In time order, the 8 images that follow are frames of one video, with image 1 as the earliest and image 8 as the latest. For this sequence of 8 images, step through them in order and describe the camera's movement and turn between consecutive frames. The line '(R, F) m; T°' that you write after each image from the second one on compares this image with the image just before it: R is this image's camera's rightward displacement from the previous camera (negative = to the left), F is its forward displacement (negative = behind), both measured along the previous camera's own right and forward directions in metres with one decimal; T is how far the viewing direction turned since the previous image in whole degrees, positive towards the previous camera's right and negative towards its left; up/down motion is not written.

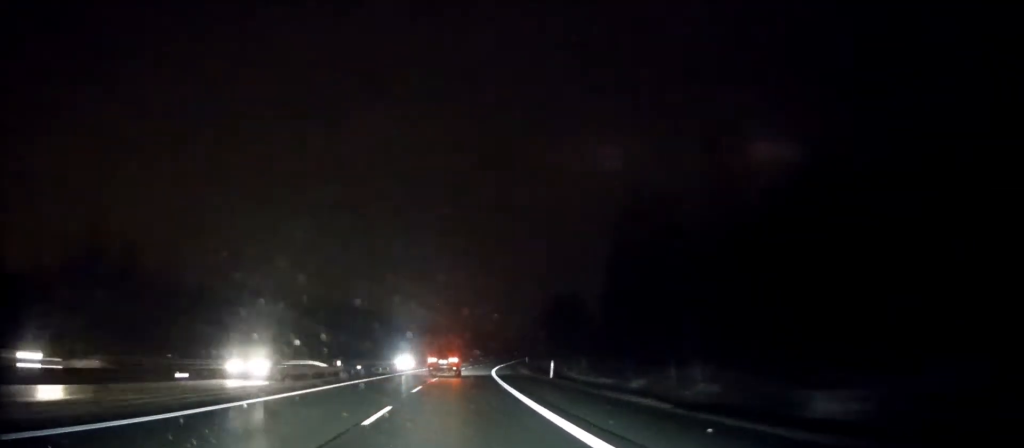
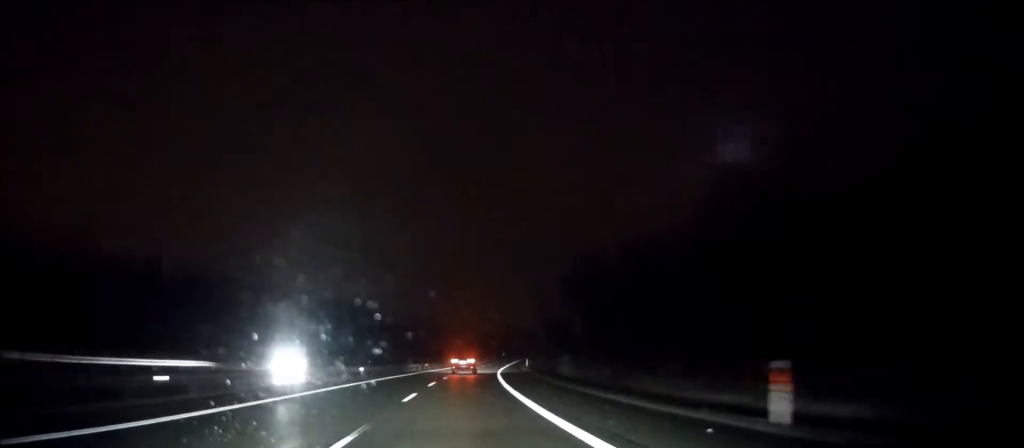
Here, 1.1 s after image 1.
(+0.6, +30.3) m; +2°
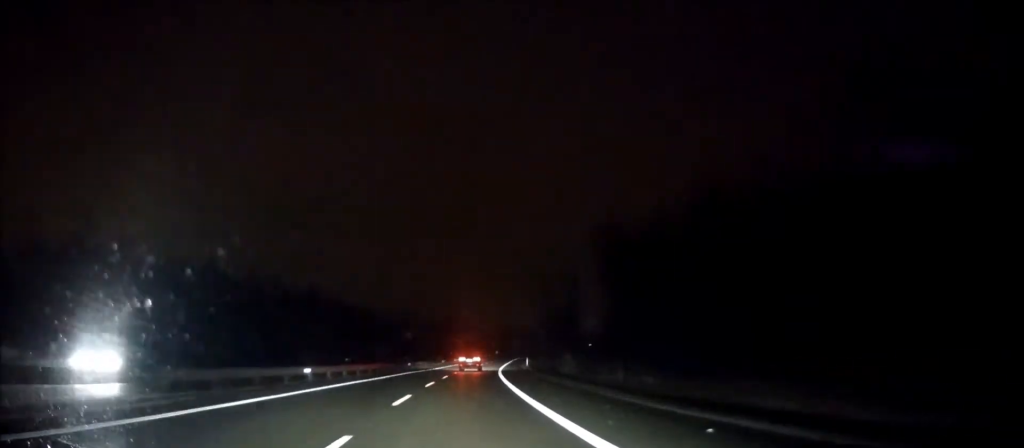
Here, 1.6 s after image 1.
(+0.1, +14.2) m; +1°
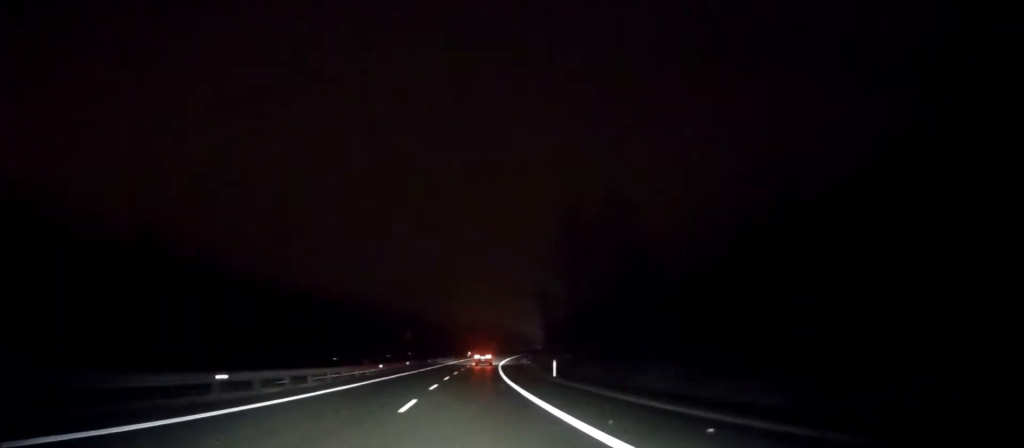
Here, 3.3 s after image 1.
(+1.3, +48.6) m; +3°
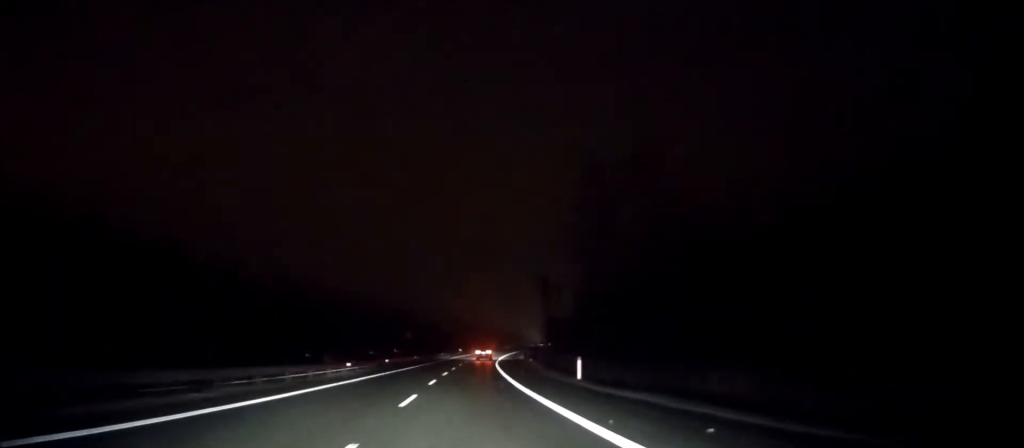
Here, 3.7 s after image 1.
(0.0, +11.5) m; +1°
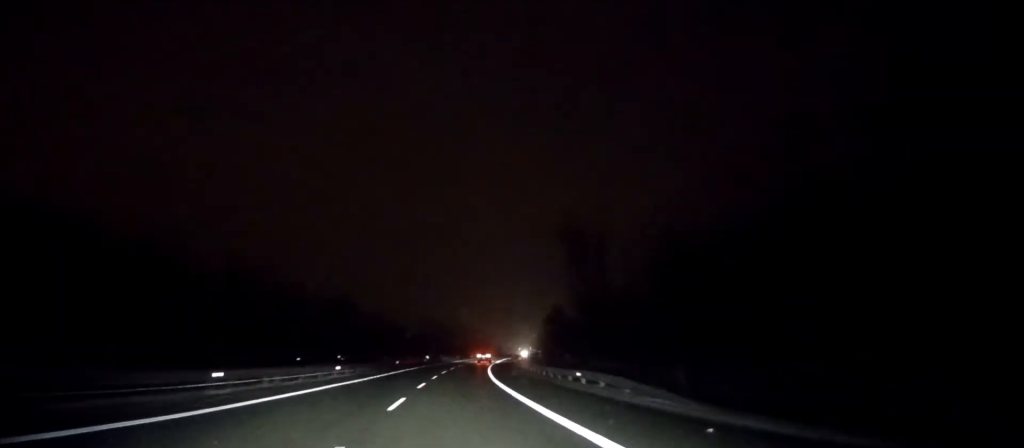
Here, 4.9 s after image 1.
(+0.8, +35.6) m; +2°
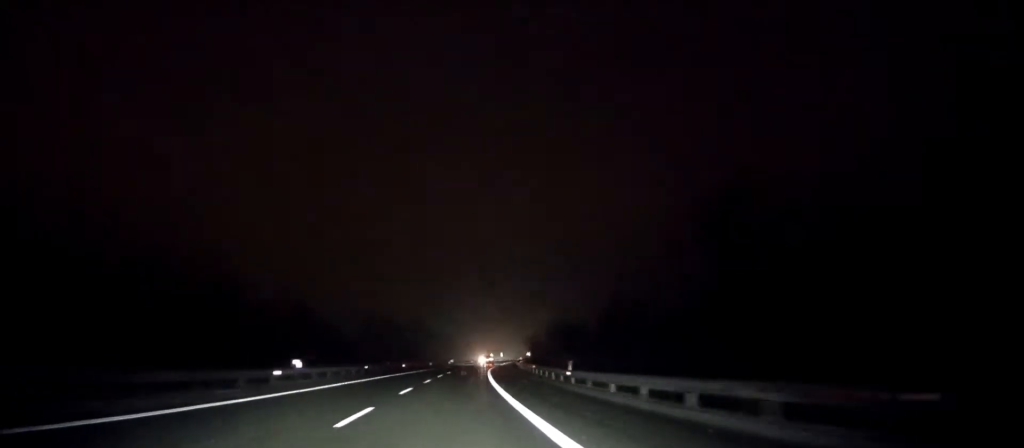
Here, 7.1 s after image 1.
(+2.3, +63.2) m; +4°
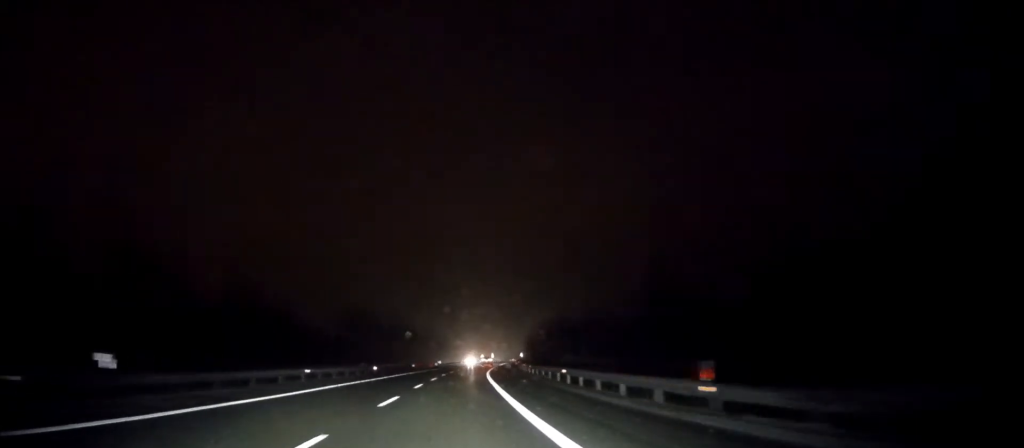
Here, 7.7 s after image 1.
(+0.1, +17.7) m; +1°
